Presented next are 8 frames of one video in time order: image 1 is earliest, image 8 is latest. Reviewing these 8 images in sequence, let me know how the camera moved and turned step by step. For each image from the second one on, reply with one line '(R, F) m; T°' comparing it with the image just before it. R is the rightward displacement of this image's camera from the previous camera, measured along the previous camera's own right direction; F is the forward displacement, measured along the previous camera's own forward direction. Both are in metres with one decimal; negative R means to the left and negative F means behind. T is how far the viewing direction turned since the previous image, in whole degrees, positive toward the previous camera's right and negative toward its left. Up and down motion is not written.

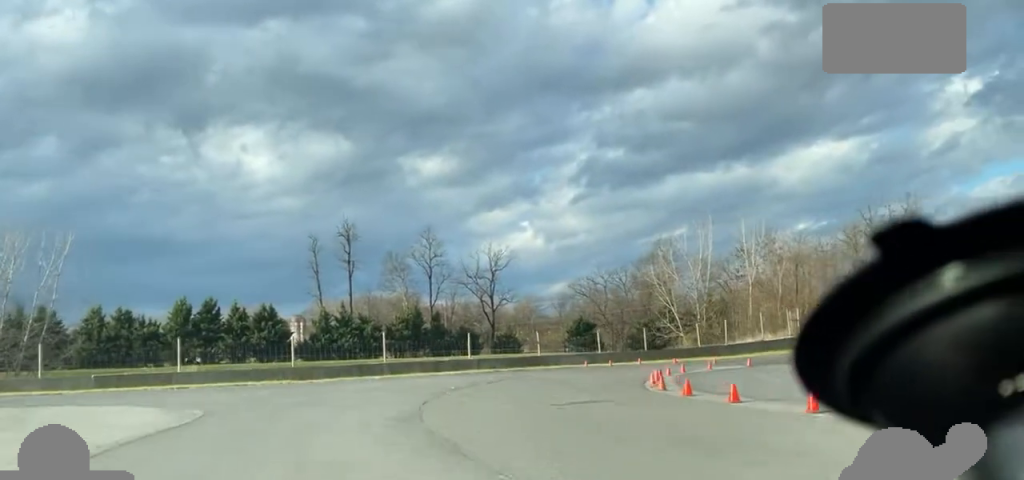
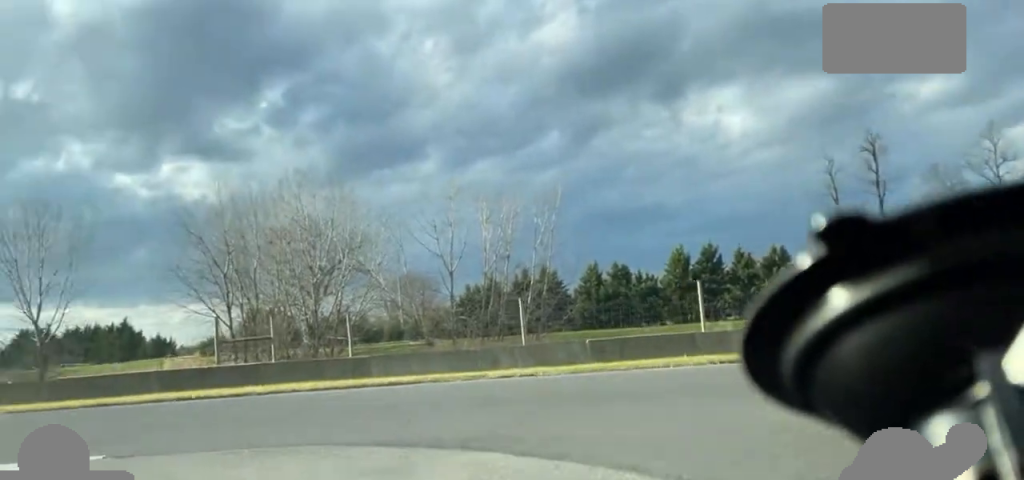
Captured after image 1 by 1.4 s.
(-1.8, +18.4) m; -26°
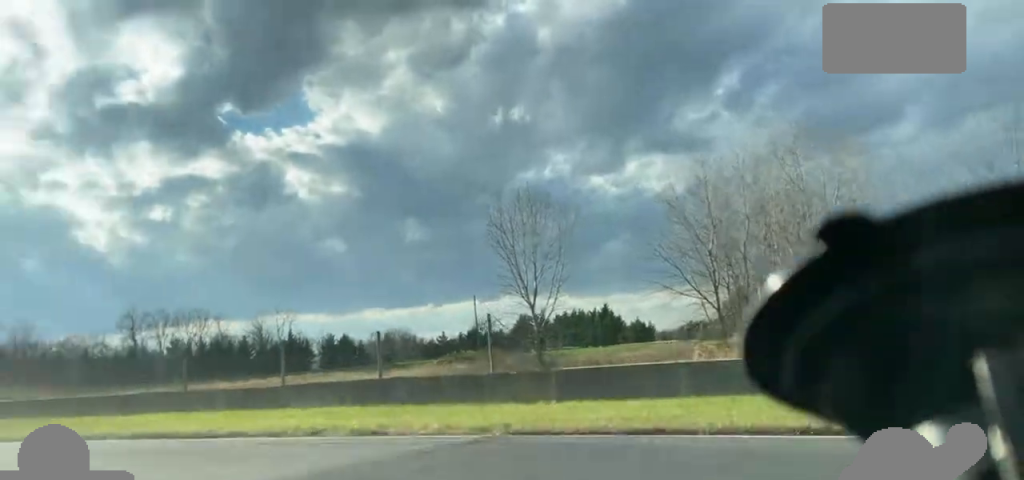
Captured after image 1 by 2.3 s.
(-2.8, +12.4) m; -38°
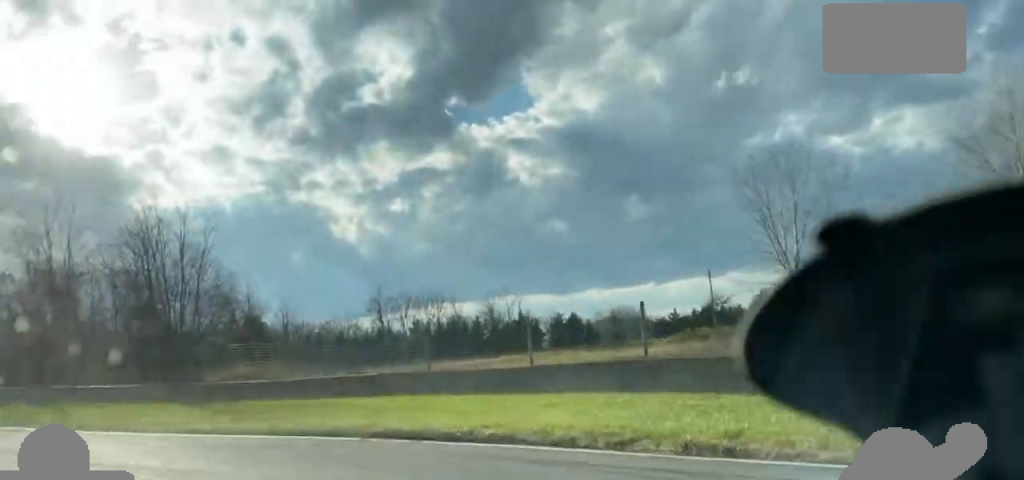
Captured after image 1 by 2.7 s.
(-2.6, +6.2) m; -17°
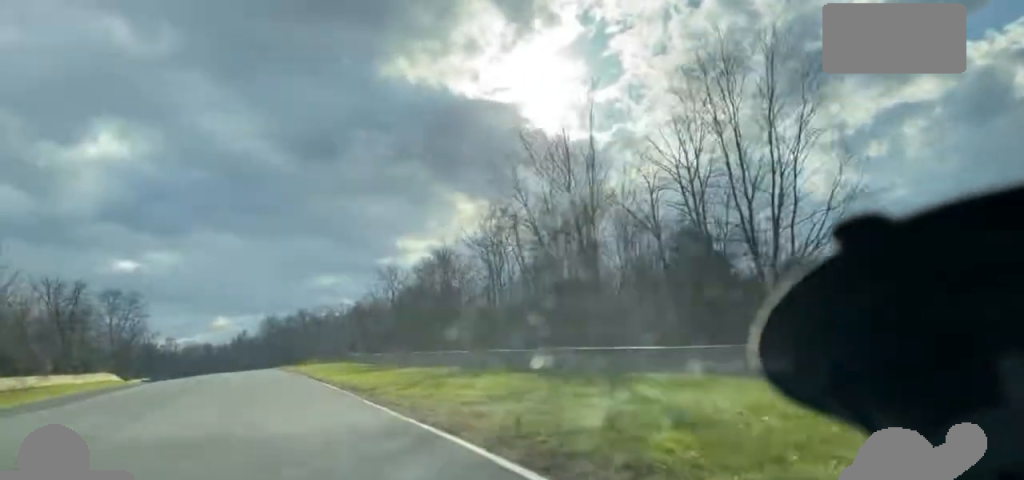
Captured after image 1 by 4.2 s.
(-10.7, +23.1) m; -36°
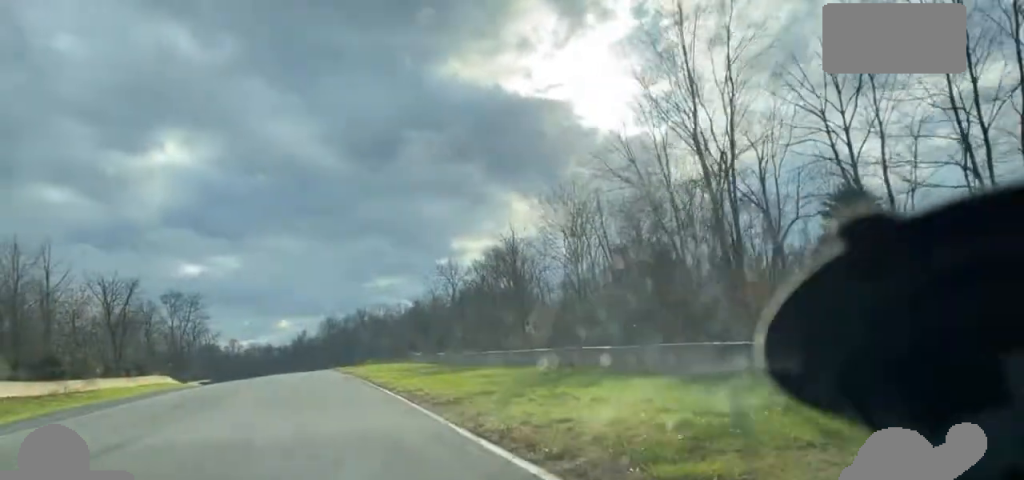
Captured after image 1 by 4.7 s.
(-0.4, +8.9) m; -1°
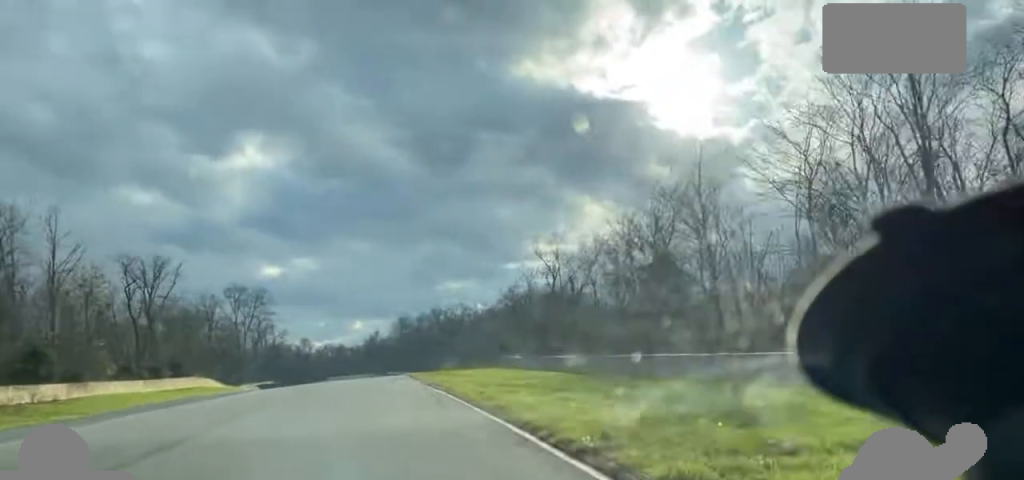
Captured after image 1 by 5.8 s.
(-0.7, +24.2) m; -1°
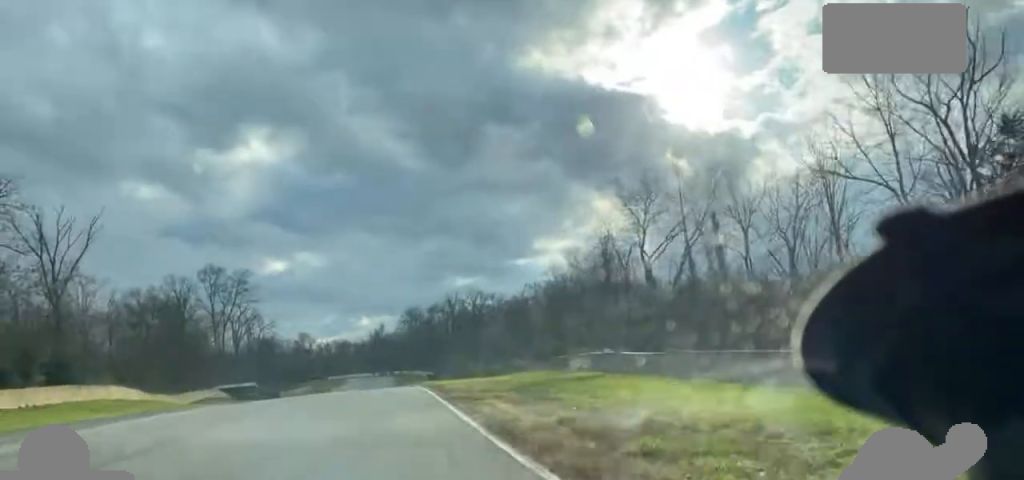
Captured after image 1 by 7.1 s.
(+0.4, +33.7) m; +2°
